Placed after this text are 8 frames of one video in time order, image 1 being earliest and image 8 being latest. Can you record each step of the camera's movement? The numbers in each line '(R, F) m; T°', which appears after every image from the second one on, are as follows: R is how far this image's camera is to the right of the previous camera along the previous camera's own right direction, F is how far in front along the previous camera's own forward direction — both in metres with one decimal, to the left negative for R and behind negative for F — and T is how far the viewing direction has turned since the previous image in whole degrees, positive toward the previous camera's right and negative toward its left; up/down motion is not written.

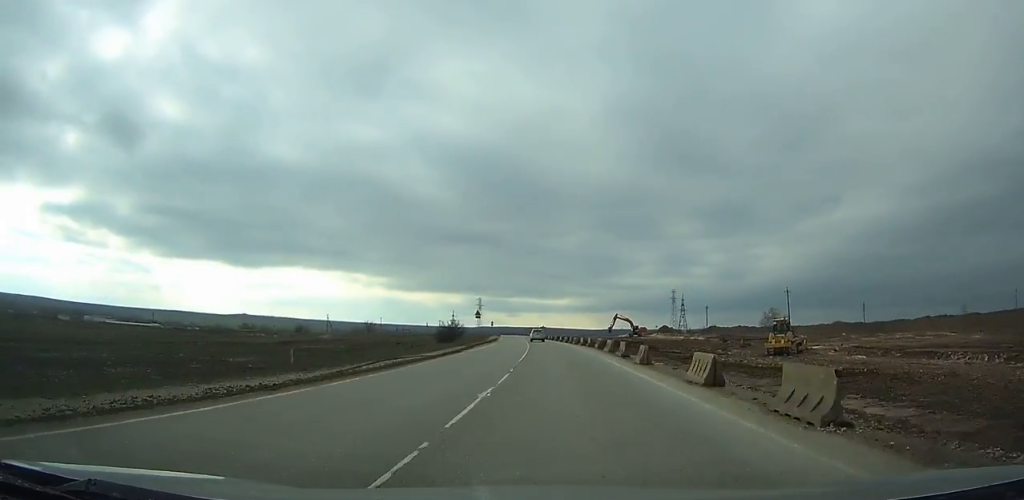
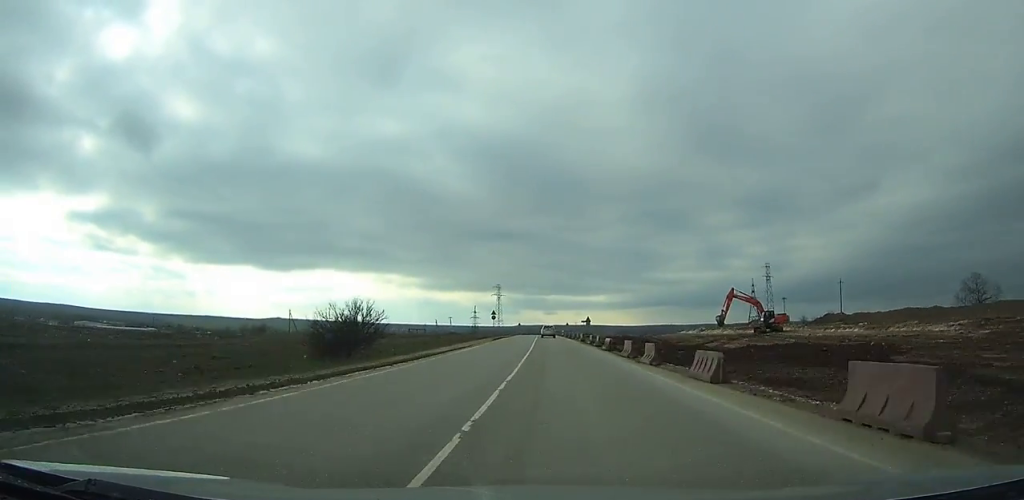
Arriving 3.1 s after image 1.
(-2.5, +77.5) m; -3°
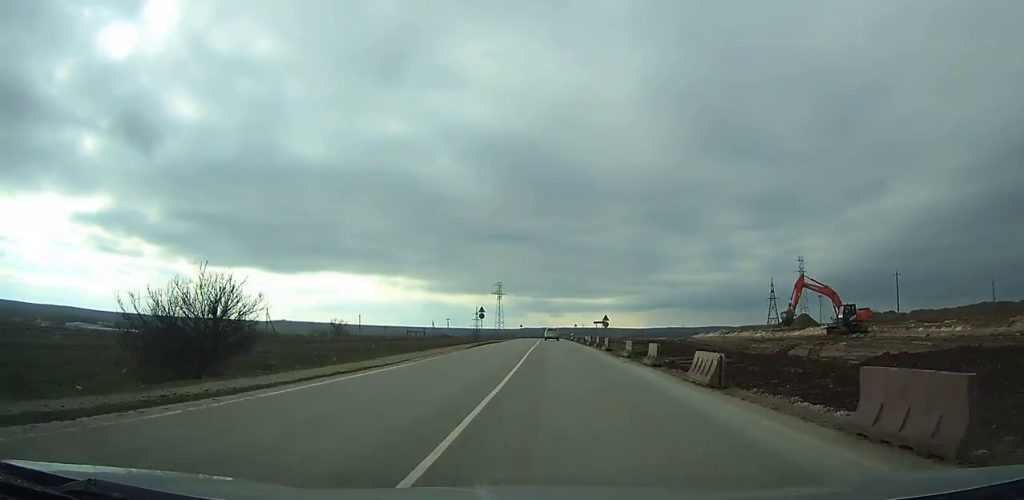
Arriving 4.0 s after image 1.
(-0.2, +21.4) m; 0°
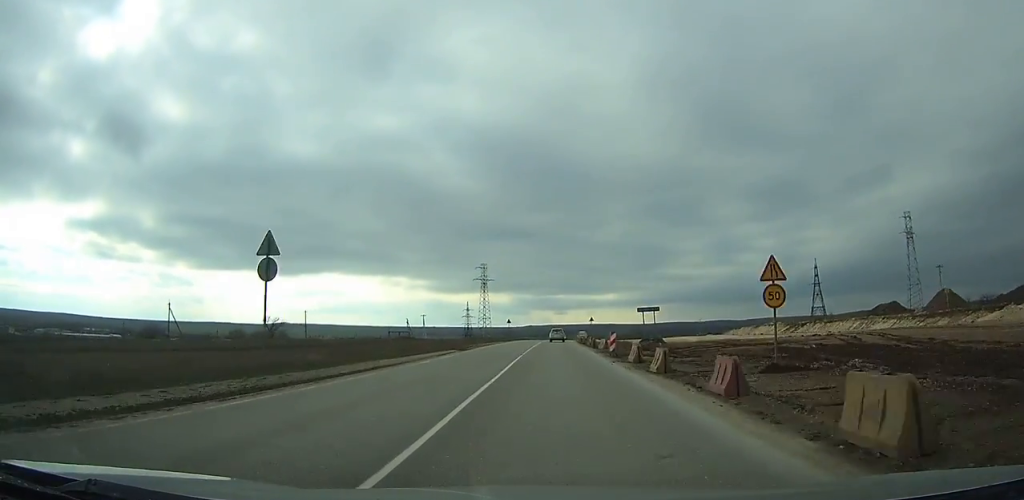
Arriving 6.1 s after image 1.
(-0.2, +52.5) m; 0°
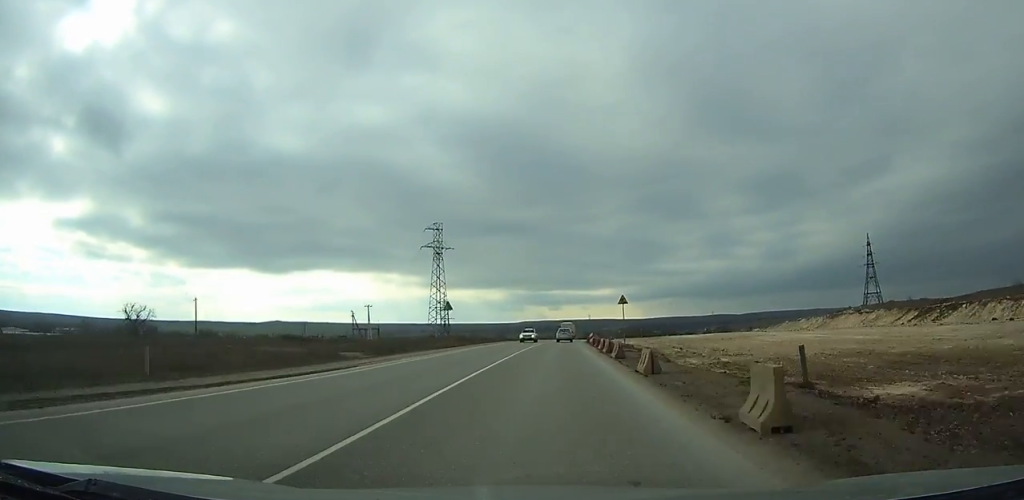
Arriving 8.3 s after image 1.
(+0.4, +53.5) m; +1°
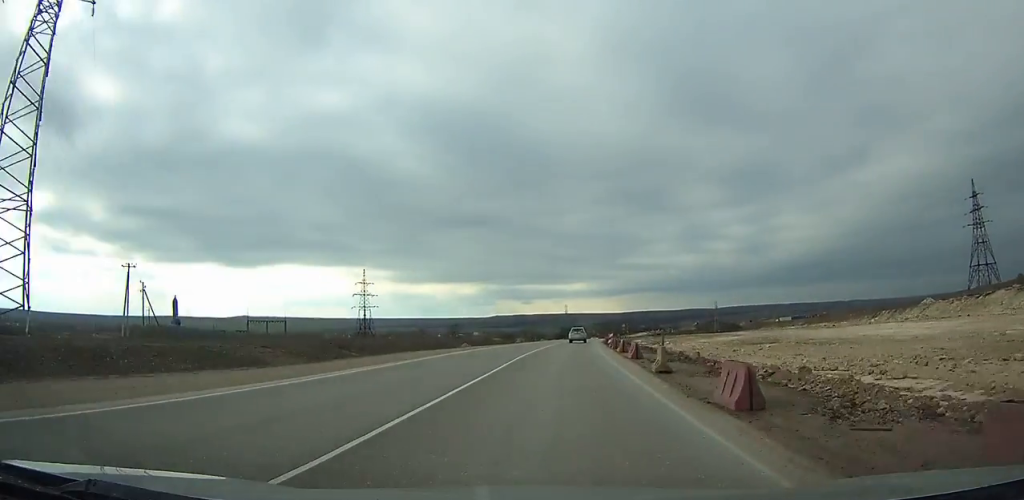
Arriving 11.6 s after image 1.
(+1.8, +78.4) m; +3°
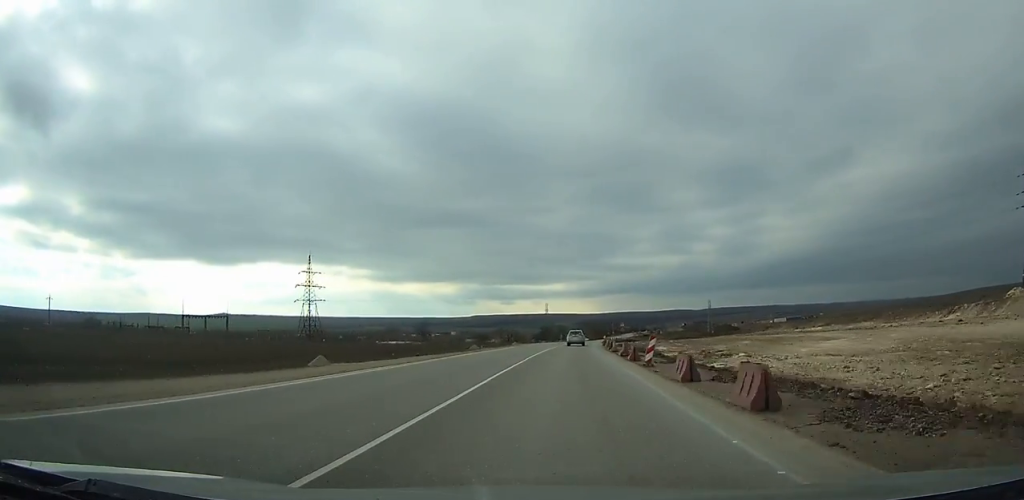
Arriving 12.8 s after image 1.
(+0.3, +28.8) m; +2°
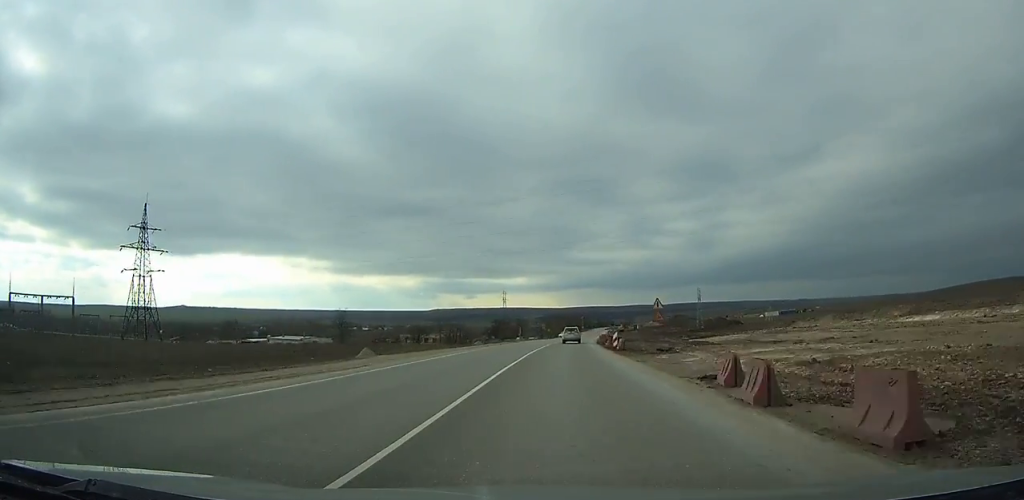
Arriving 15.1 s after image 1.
(+1.8, +56.2) m; +3°
